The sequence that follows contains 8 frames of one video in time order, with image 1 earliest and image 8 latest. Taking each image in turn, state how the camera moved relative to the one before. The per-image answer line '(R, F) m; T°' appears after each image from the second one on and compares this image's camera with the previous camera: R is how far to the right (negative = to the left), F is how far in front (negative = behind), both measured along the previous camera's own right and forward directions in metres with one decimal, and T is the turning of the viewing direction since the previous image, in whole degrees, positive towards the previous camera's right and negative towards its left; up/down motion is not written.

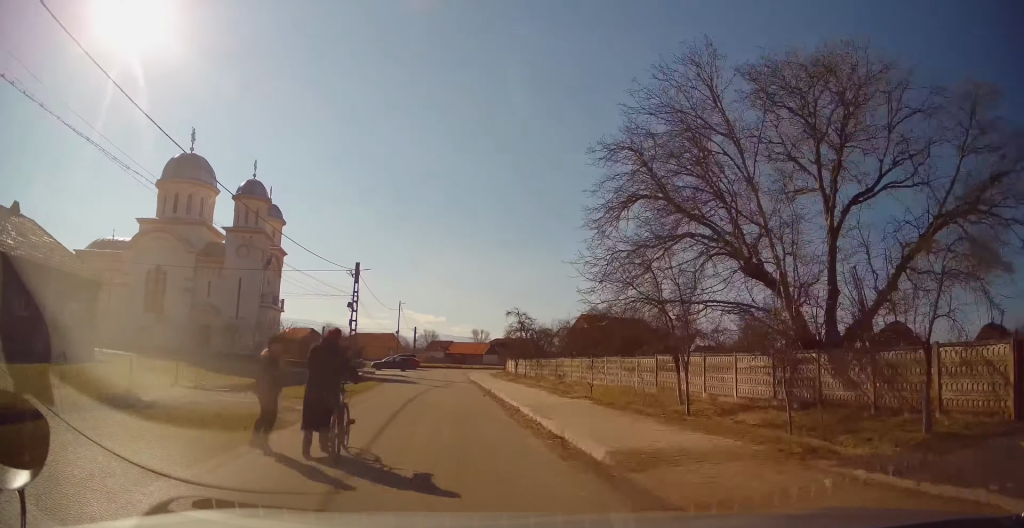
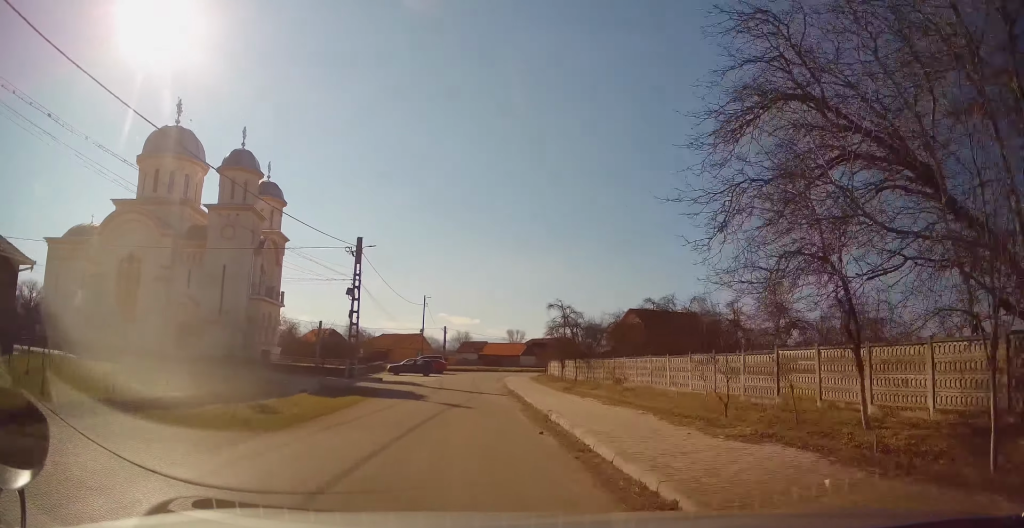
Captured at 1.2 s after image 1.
(-0.3, +9.7) m; -5°
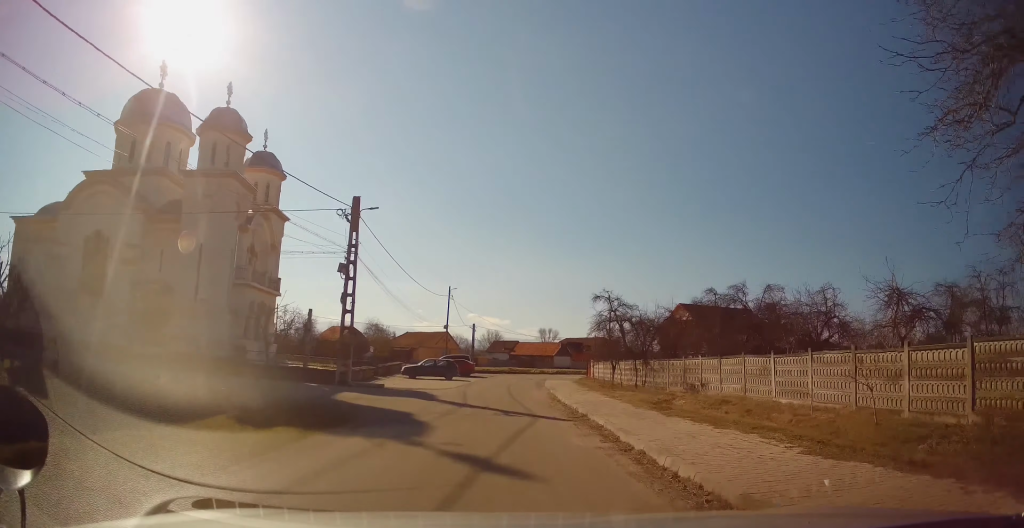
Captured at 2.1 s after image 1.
(-0.3, +7.9) m; -2°
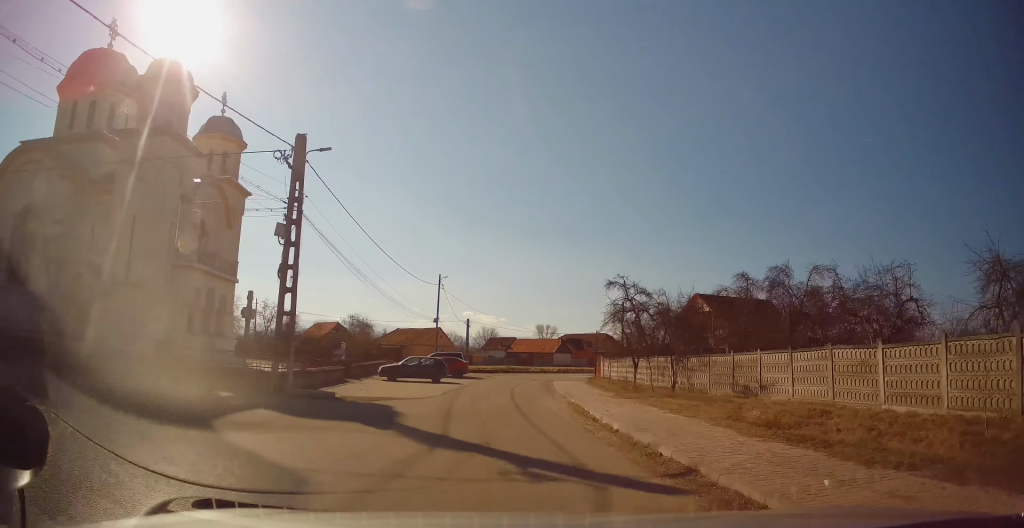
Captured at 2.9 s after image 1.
(0.0, +6.5) m; +1°
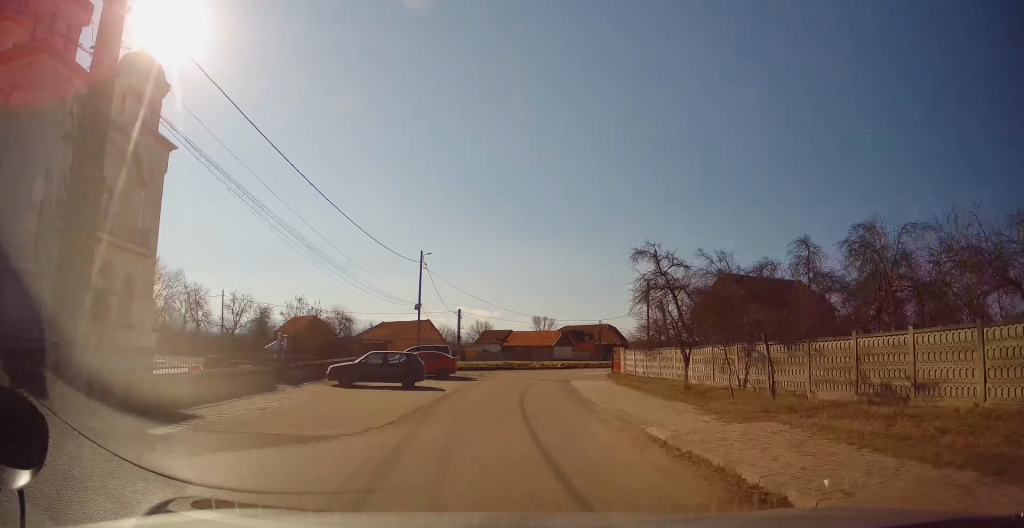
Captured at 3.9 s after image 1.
(+0.2, +8.9) m; +1°
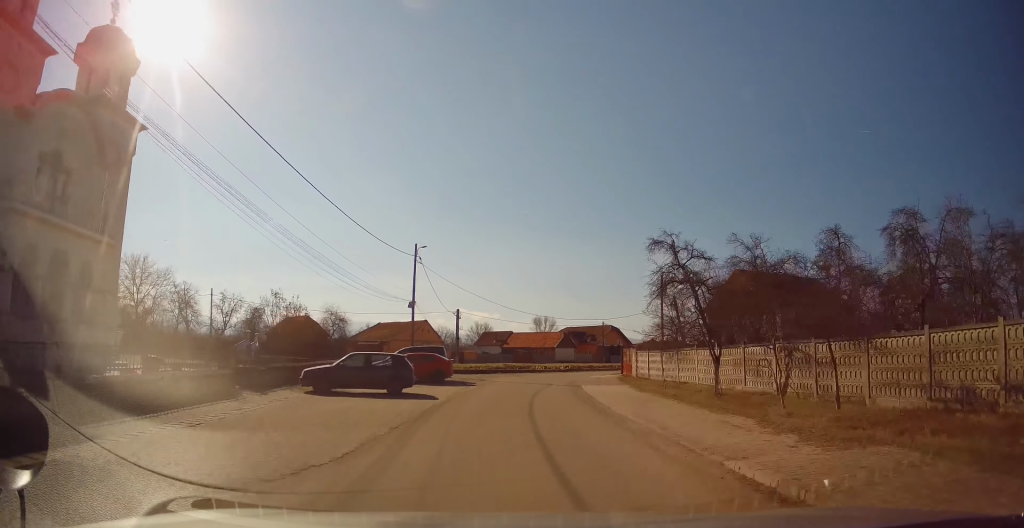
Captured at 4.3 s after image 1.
(+0.2, +3.3) m; -1°
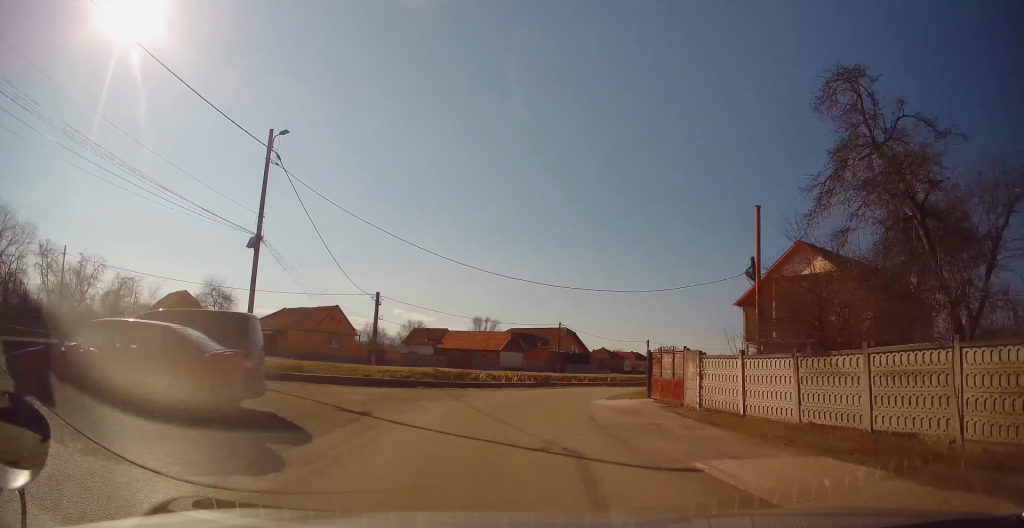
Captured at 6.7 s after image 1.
(+0.3, +19.2) m; +8°
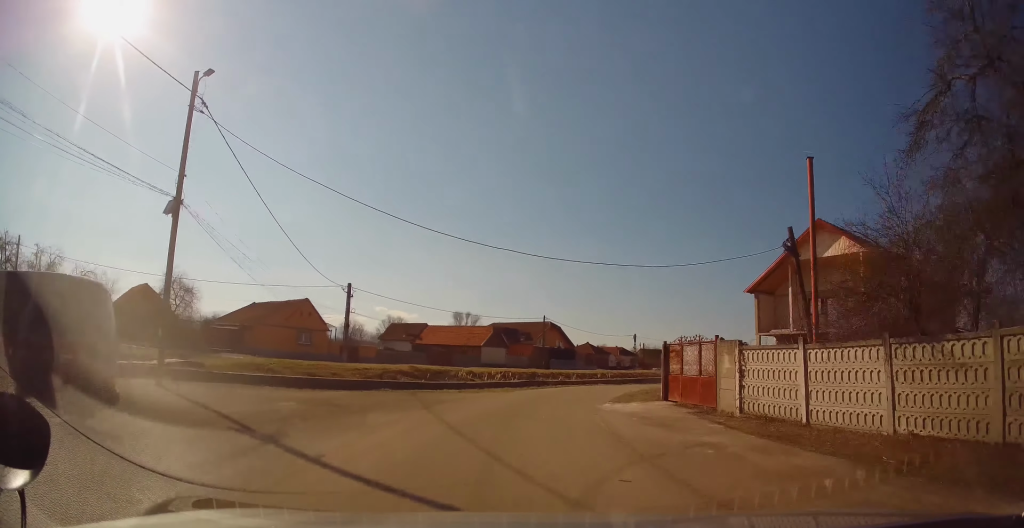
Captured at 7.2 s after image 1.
(+0.2, +4.1) m; +1°
